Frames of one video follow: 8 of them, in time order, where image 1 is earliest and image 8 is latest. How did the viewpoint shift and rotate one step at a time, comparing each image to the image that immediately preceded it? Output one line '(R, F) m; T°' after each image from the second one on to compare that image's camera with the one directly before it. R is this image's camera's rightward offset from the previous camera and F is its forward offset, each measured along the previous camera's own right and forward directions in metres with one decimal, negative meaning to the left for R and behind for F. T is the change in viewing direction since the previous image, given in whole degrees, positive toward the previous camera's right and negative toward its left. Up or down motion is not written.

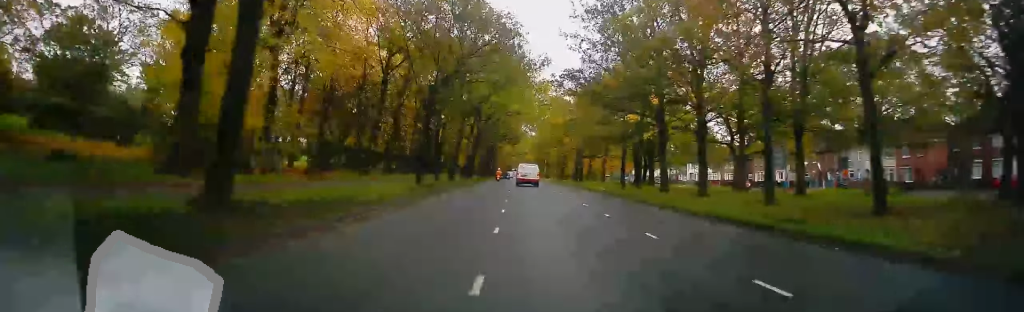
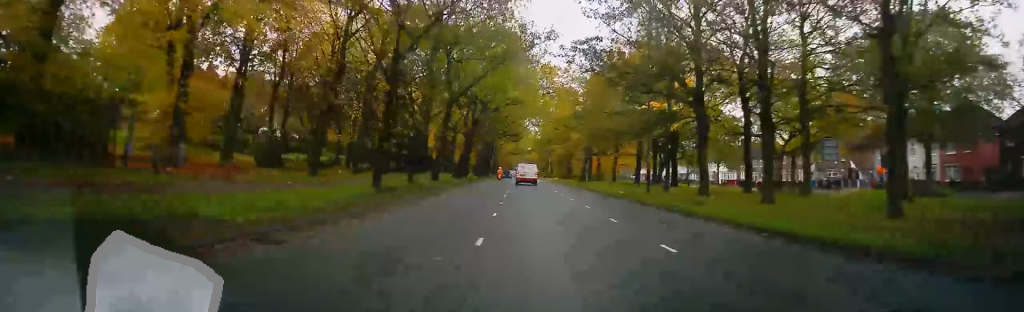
(-0.1, +8.2) m; 0°
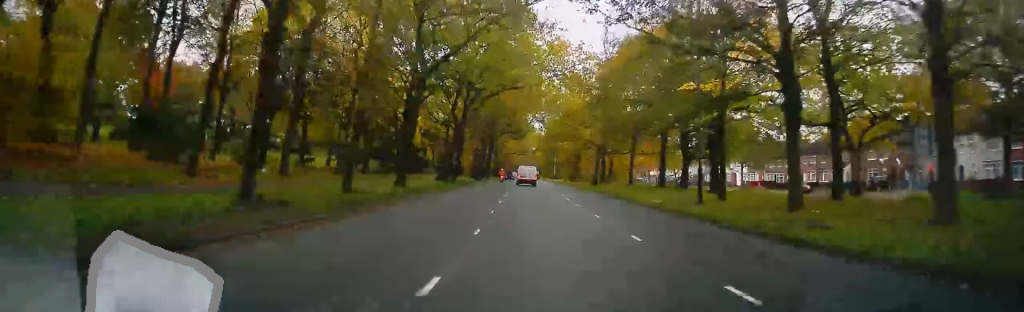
(-0.1, +10.1) m; +1°
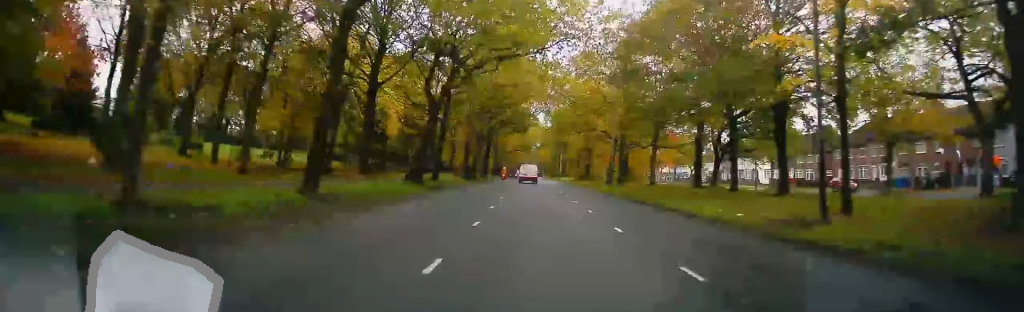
(+0.3, +10.6) m; -1°
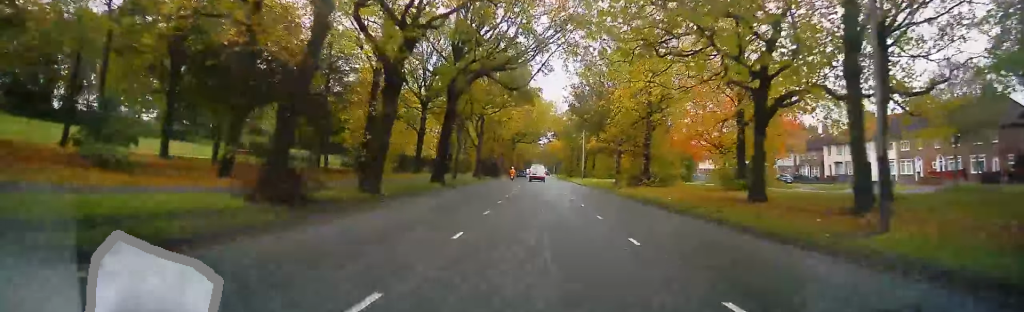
(-1.3, +37.7) m; -2°
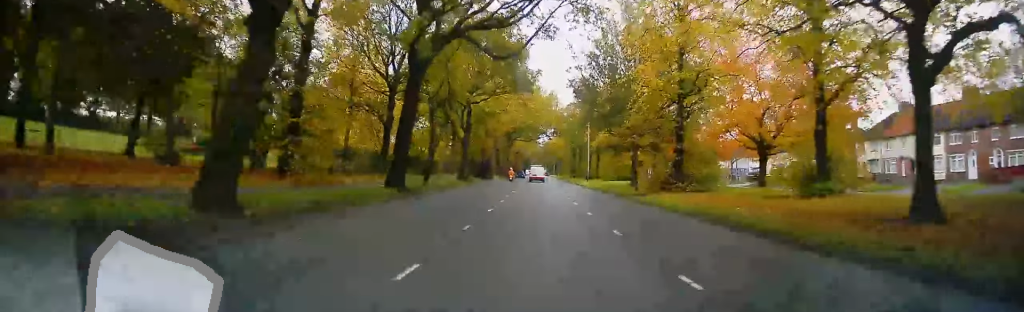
(-0.2, +10.1) m; +1°
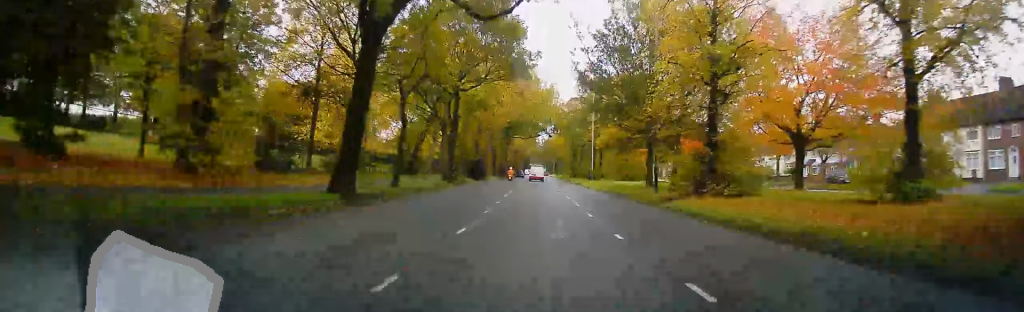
(+0.1, +6.6) m; +1°
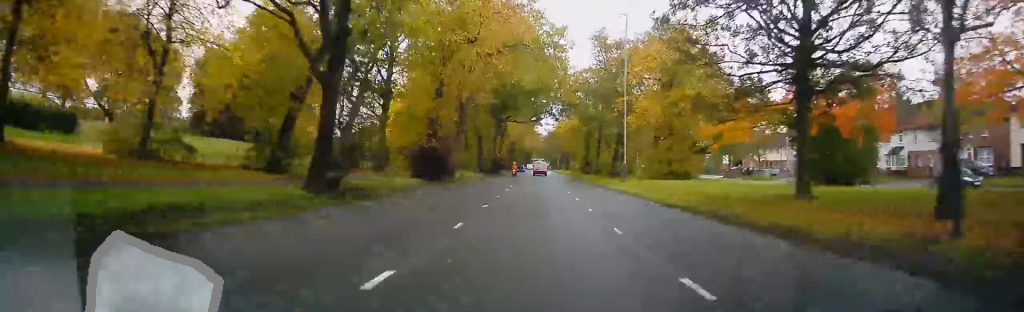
(+0.7, +24.1) m; +1°
